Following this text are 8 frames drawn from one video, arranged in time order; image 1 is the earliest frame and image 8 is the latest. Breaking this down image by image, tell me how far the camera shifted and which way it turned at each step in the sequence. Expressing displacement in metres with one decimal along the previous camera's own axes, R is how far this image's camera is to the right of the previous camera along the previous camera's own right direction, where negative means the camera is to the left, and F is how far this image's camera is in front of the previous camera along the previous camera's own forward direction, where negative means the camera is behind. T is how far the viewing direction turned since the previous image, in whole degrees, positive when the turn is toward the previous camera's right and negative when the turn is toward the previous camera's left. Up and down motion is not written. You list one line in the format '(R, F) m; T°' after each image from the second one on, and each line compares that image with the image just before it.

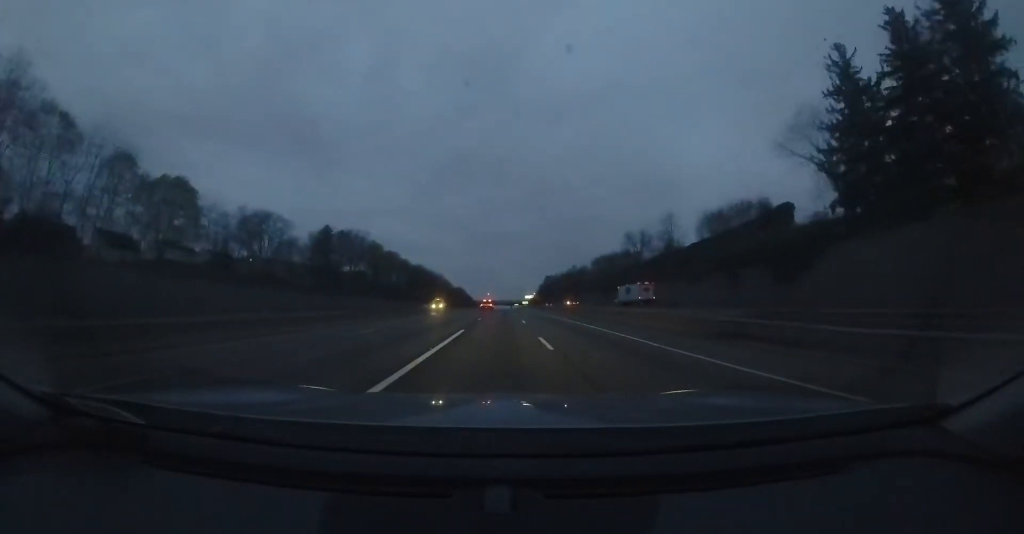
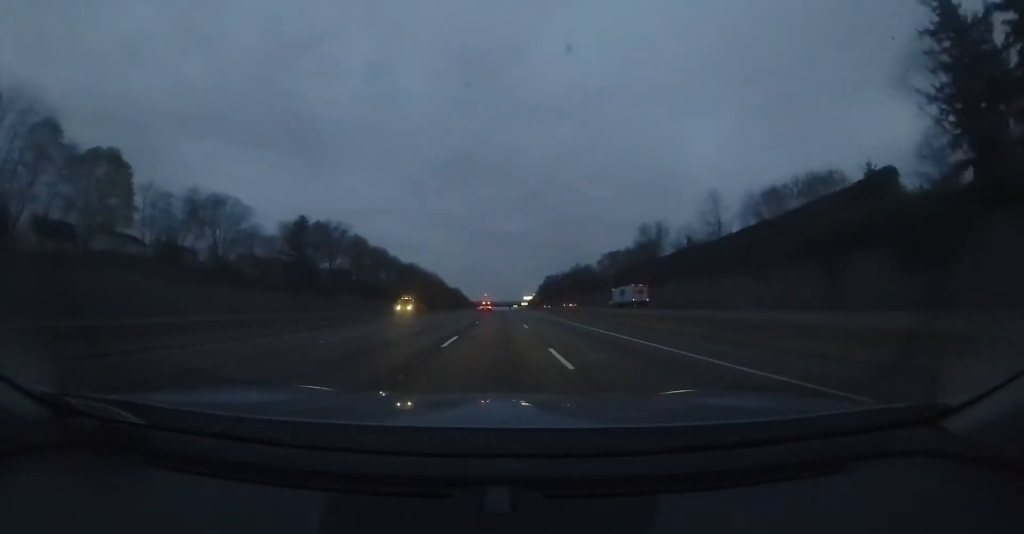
(0.0, +14.8) m; 0°
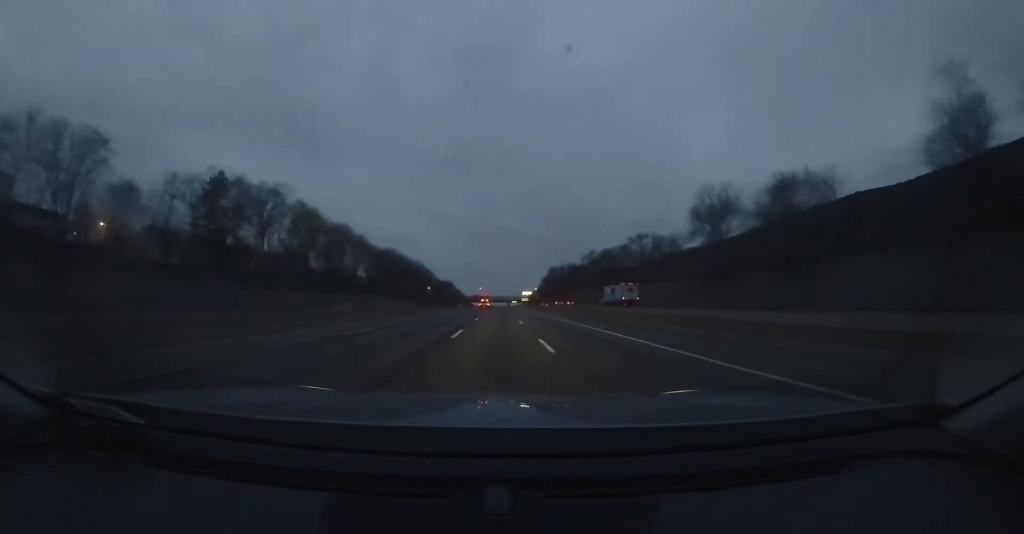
(0.0, +34.4) m; +1°
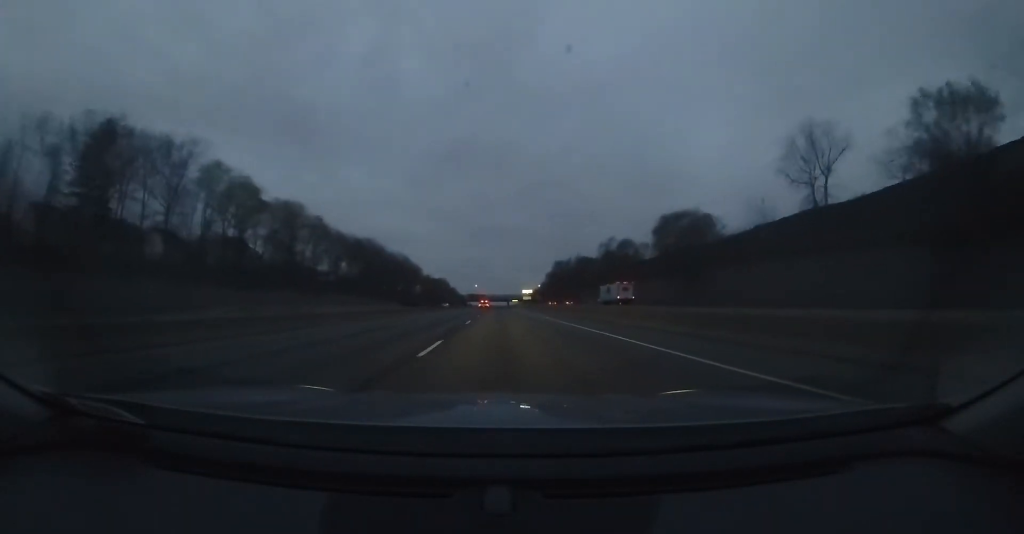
(+0.5, +28.8) m; 0°
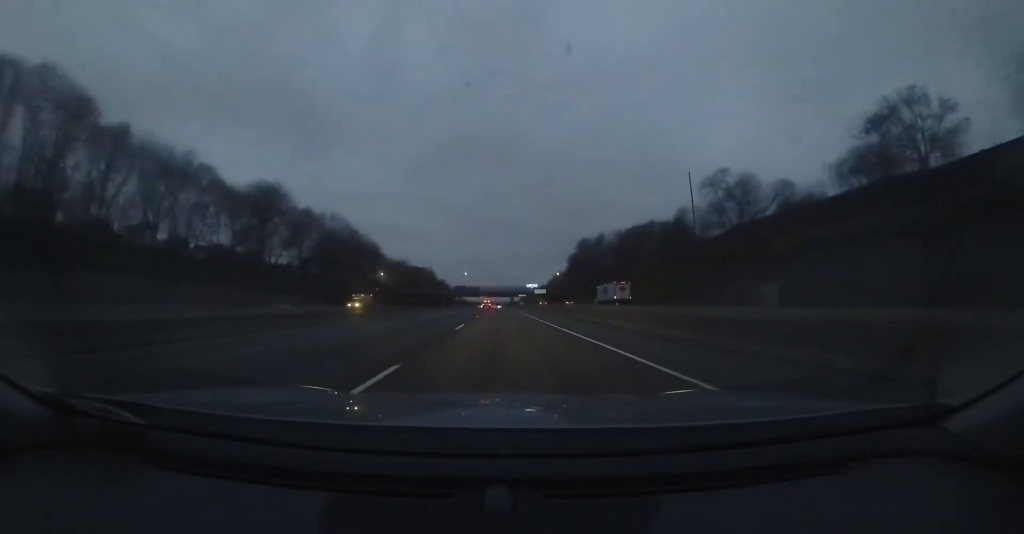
(-1.1, +65.3) m; 0°
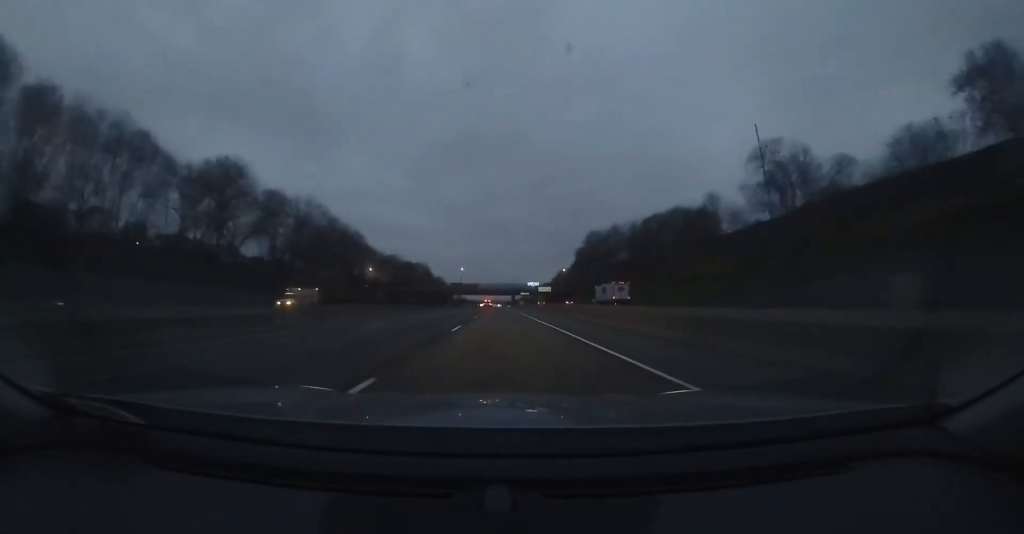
(+0.3, +13.6) m; 0°
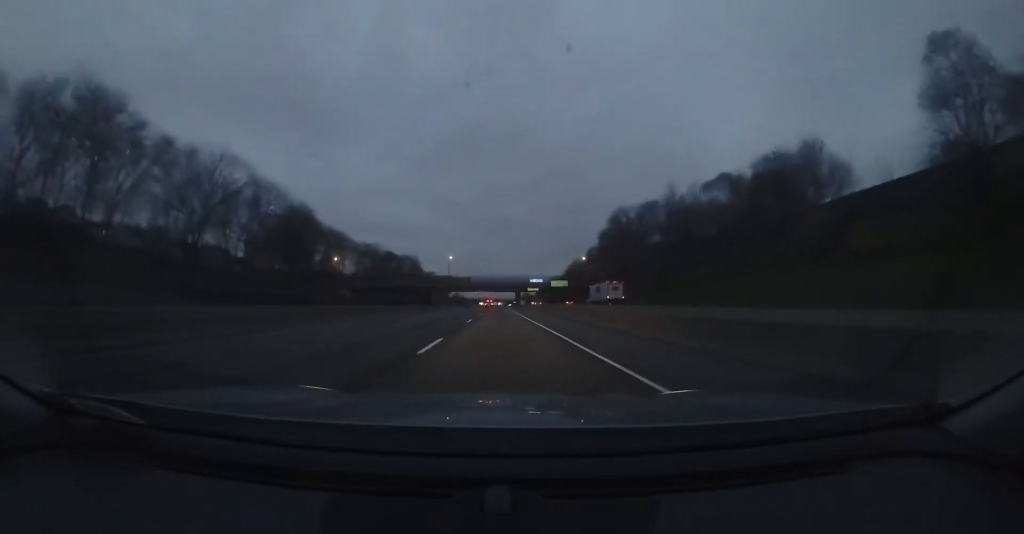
(-0.3, +30.0) m; 0°
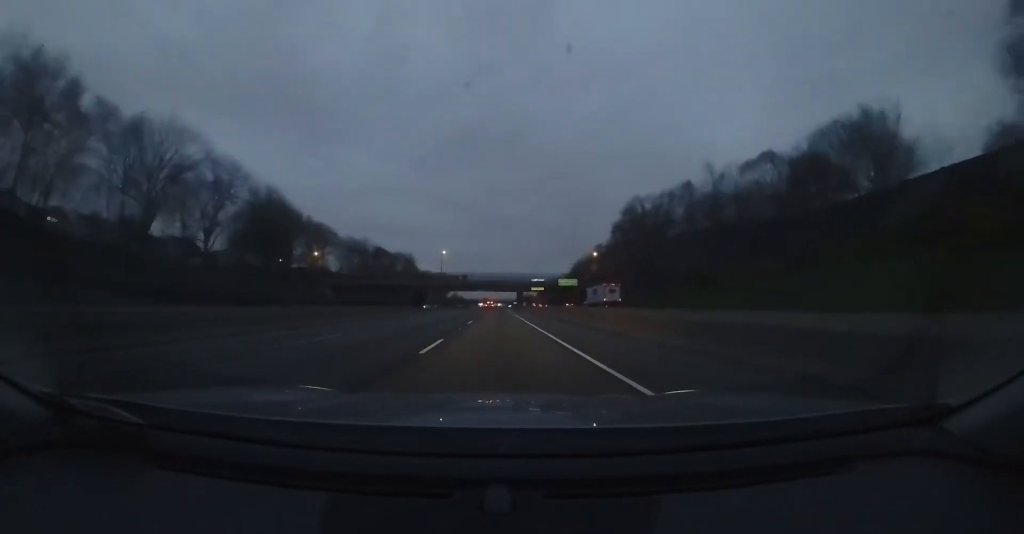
(+0.1, +11.8) m; 0°
